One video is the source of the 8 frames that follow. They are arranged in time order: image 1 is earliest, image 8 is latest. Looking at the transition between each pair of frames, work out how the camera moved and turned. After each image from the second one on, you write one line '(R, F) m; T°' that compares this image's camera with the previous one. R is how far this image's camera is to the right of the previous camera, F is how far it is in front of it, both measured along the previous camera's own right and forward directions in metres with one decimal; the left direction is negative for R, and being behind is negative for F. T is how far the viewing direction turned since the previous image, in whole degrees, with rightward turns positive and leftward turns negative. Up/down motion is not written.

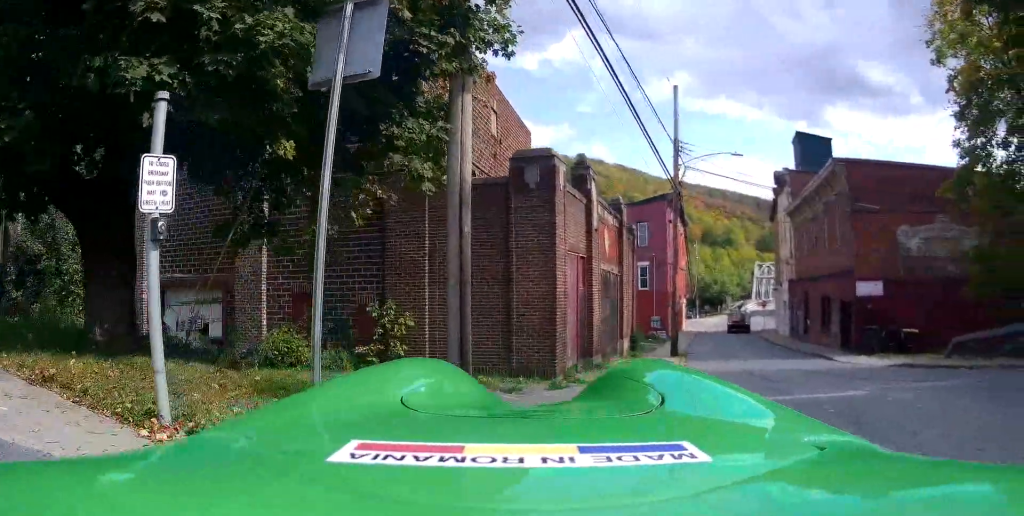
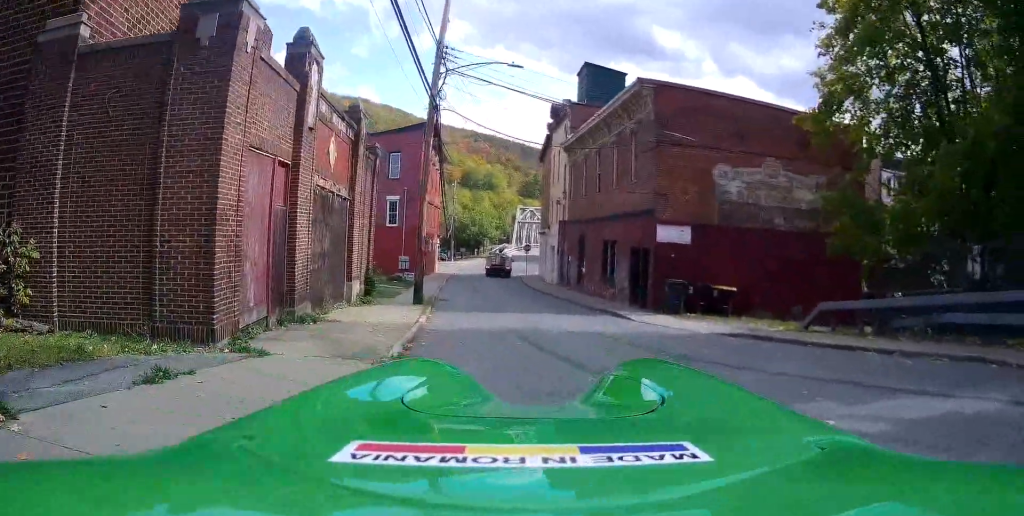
(+2.0, +3.0) m; +49°
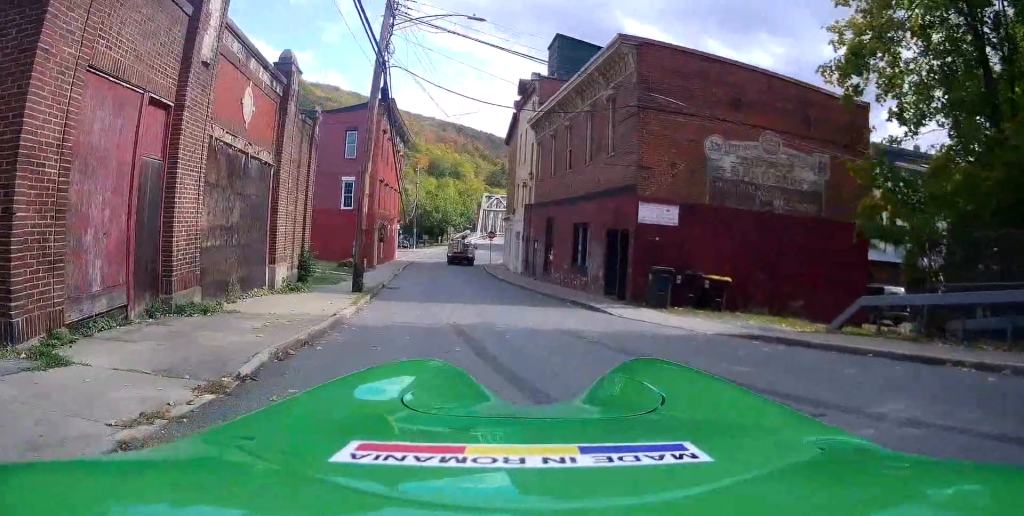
(+0.2, +2.1) m; +5°
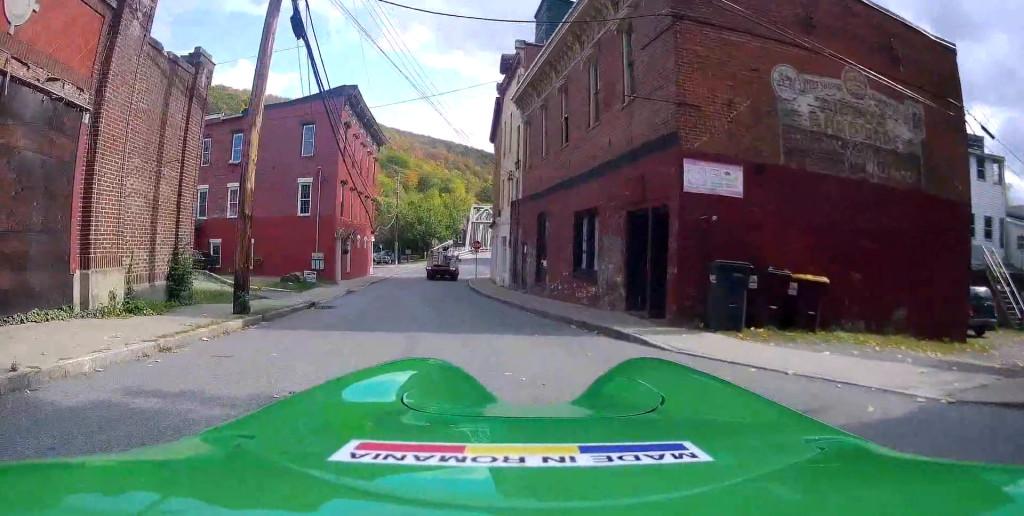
(+0.1, +5.4) m; -2°
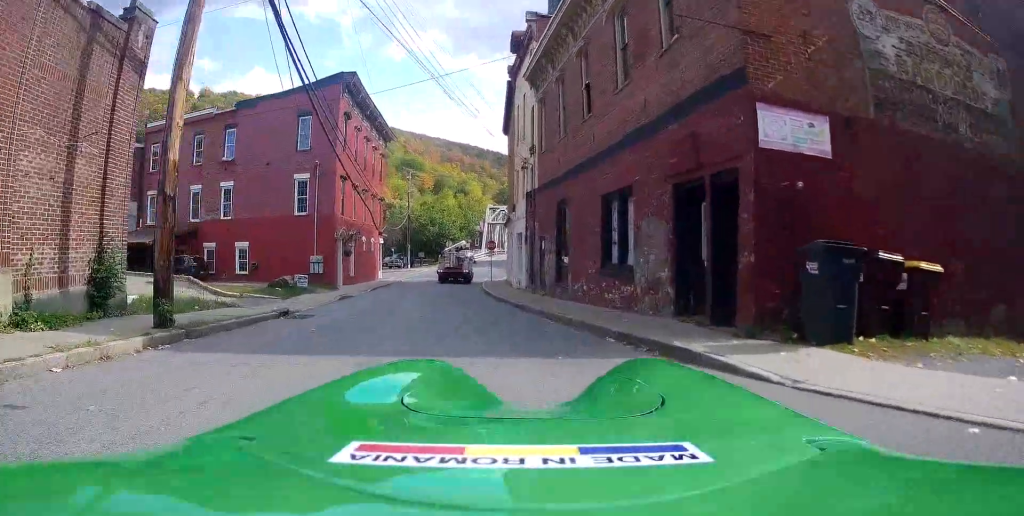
(-0.1, +2.8) m; 0°
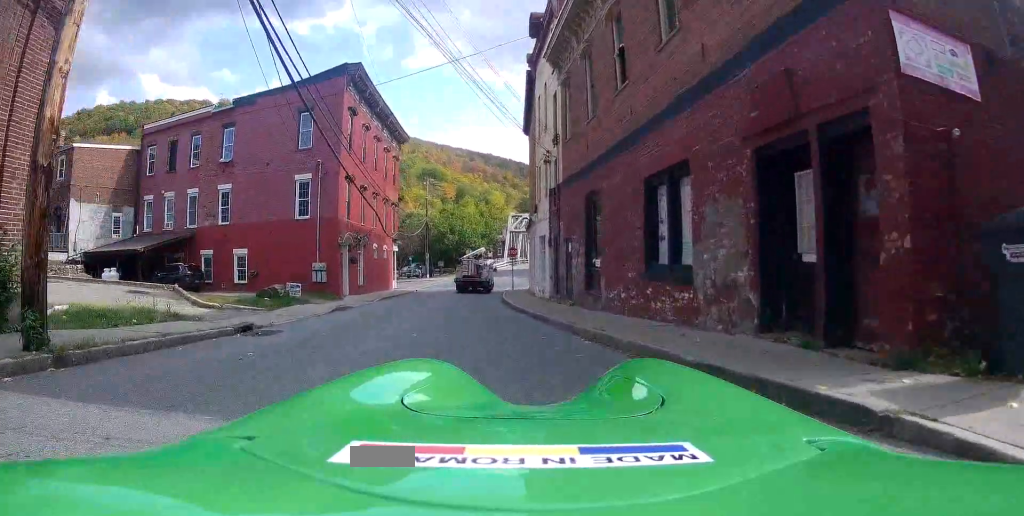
(-0.4, +3.0) m; +2°
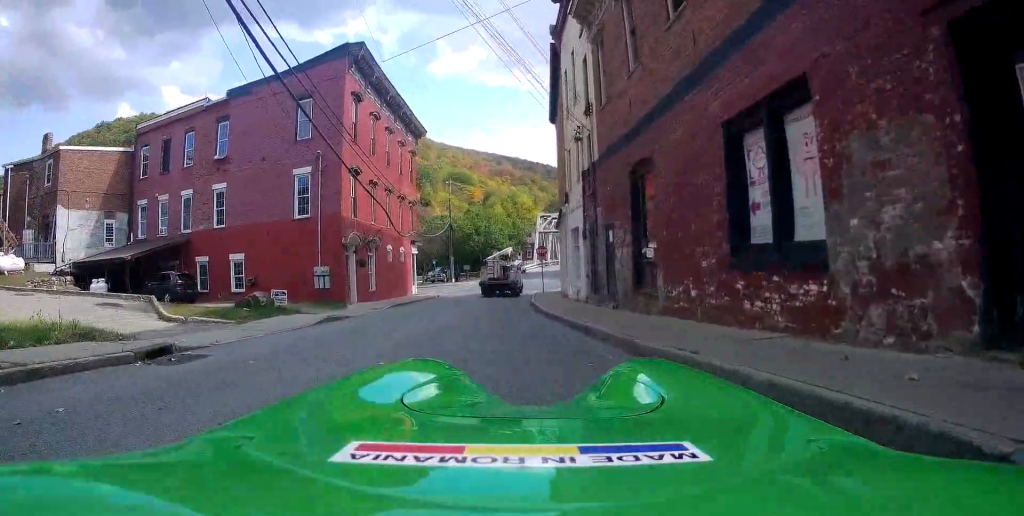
(+0.5, +3.7) m; +3°
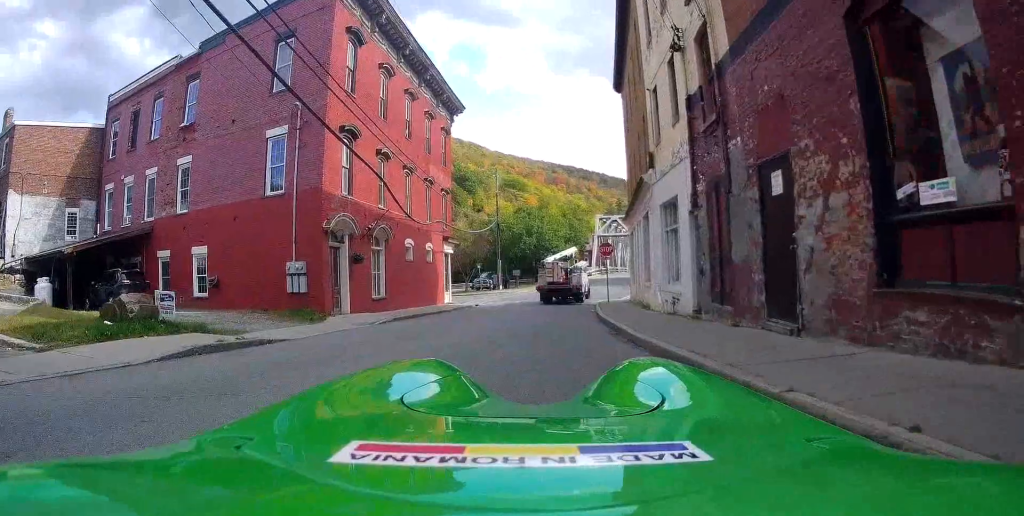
(+0.1, +8.2) m; 0°
